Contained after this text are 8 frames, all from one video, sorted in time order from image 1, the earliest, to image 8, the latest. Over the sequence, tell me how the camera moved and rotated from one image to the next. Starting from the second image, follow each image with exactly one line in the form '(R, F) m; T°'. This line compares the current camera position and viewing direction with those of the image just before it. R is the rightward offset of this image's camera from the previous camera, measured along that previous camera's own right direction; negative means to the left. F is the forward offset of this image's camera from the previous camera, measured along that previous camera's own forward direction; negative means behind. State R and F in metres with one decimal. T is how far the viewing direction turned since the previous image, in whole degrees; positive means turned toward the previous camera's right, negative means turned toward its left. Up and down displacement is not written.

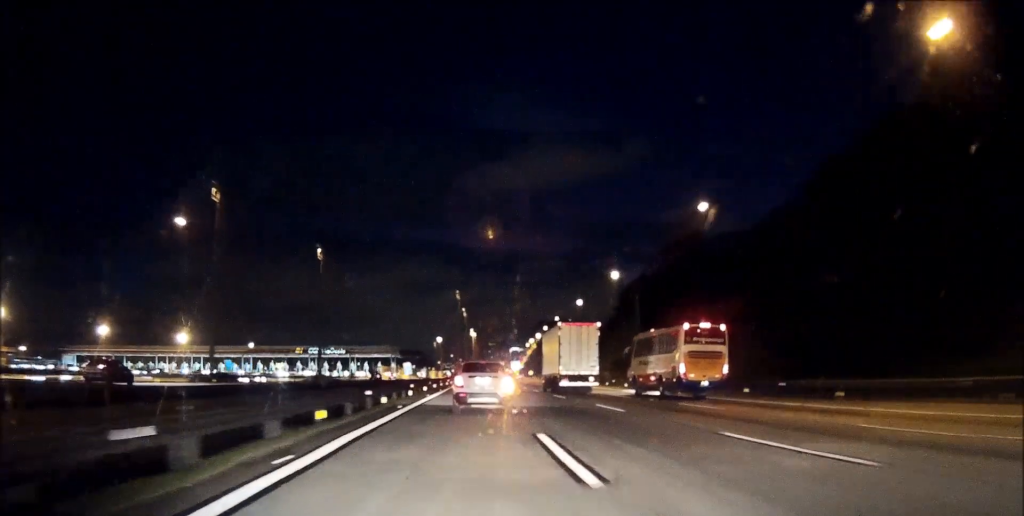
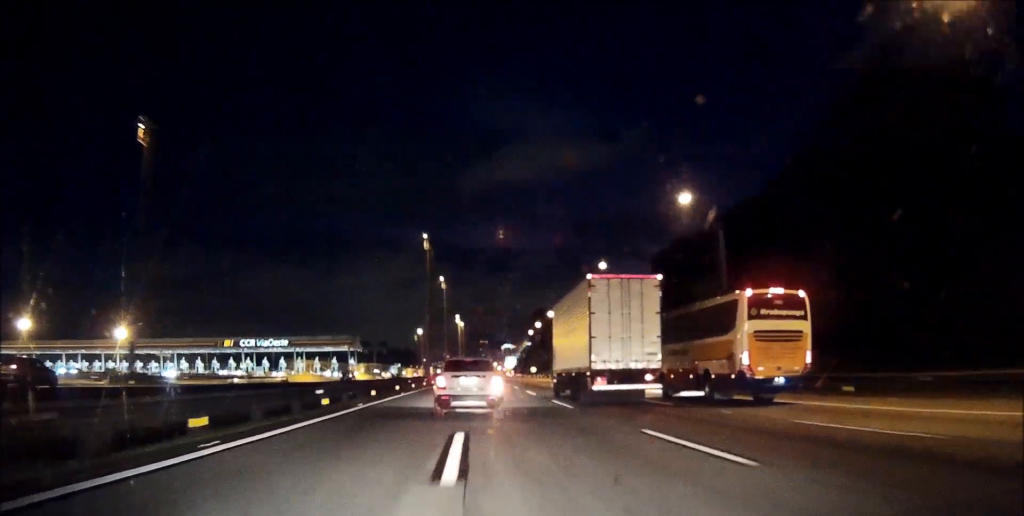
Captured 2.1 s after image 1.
(+0.5, +63.3) m; 0°
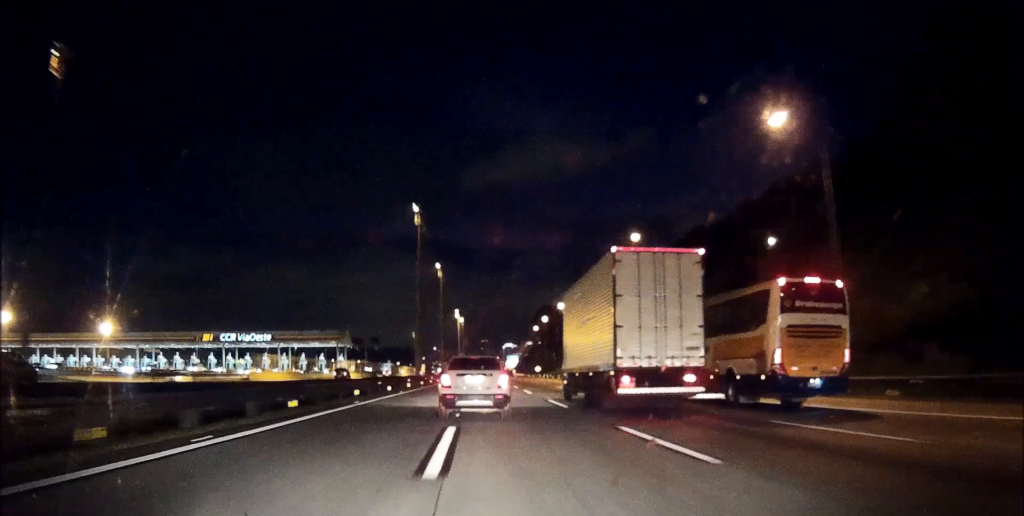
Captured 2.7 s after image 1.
(0.0, +15.8) m; 0°
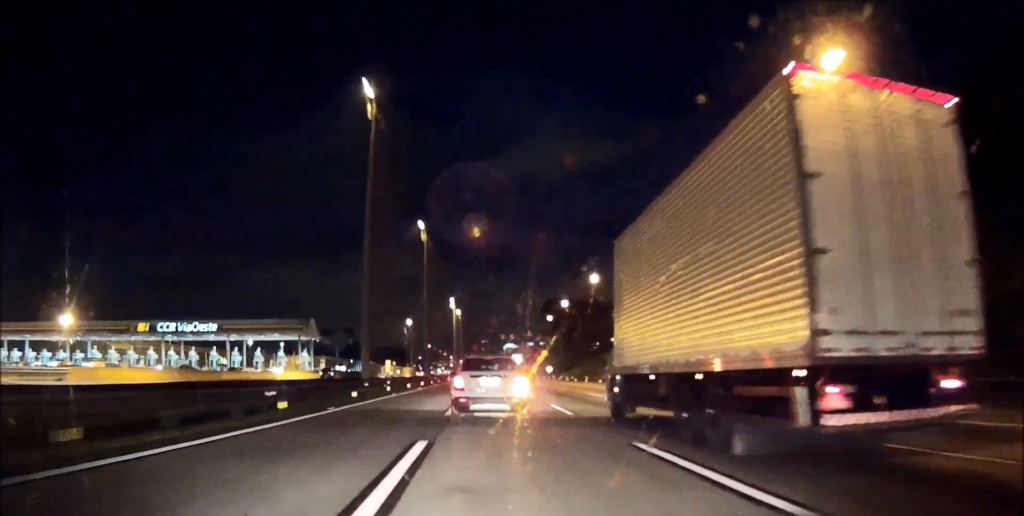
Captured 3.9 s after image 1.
(0.0, +36.2) m; 0°
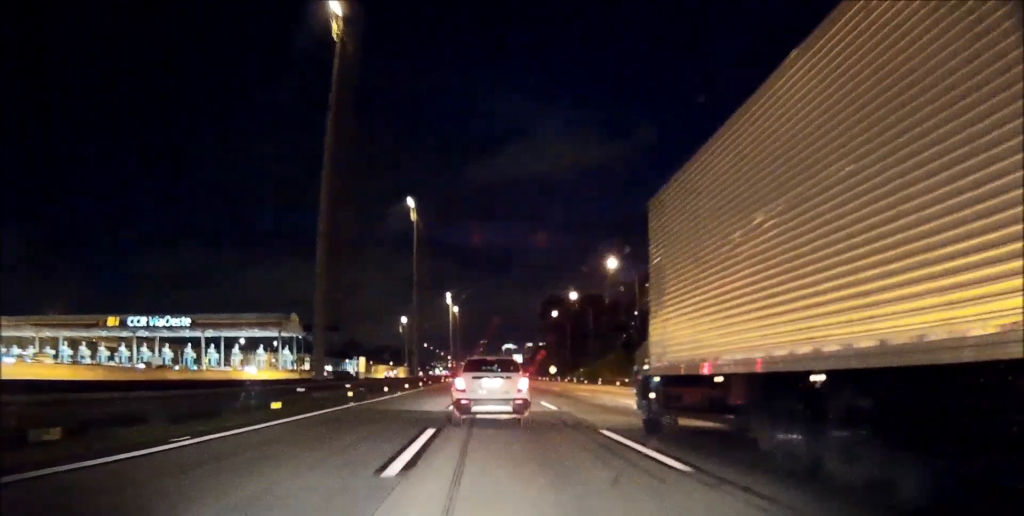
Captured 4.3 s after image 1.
(-0.1, +12.5) m; 0°
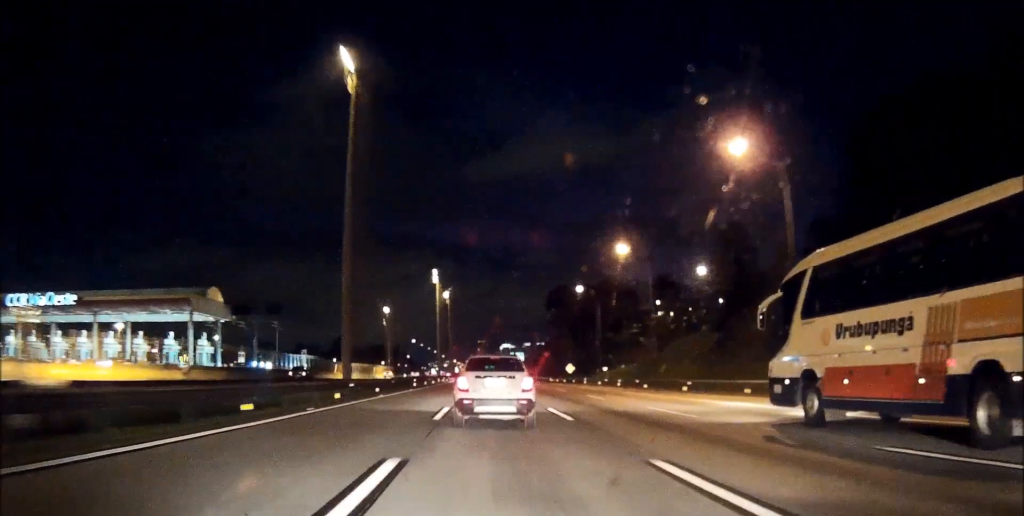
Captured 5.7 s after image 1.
(+0.1, +38.3) m; +1°
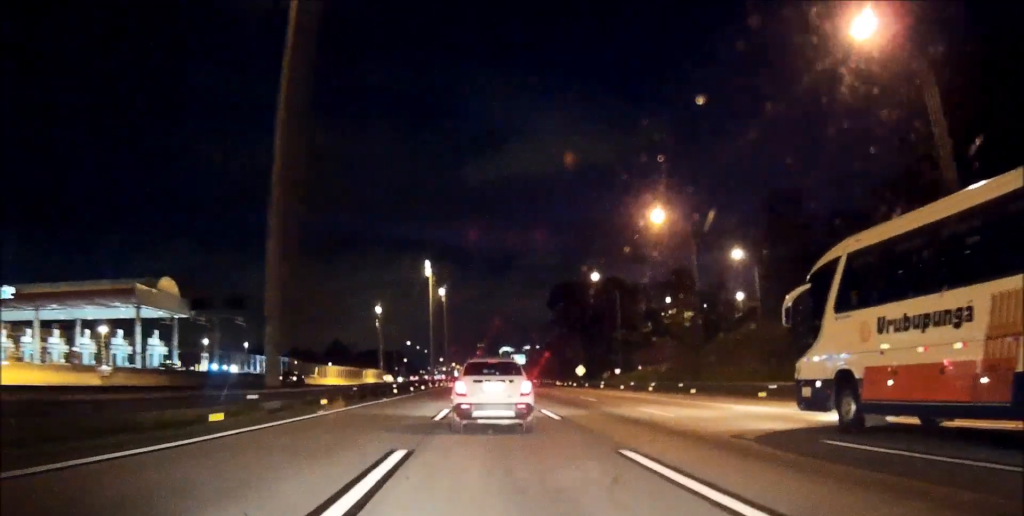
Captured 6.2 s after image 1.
(+0.1, +14.3) m; 0°
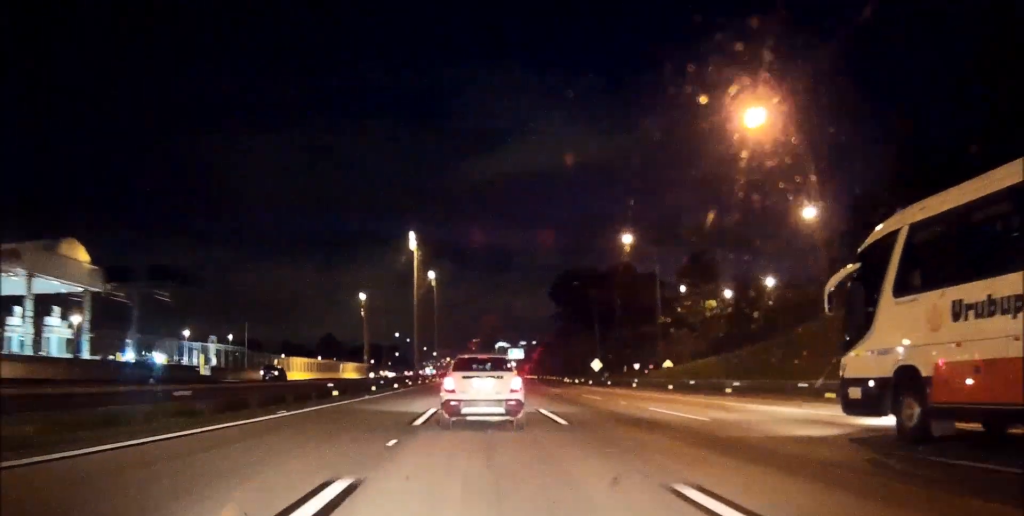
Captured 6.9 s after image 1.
(+0.1, +20.0) m; 0°
